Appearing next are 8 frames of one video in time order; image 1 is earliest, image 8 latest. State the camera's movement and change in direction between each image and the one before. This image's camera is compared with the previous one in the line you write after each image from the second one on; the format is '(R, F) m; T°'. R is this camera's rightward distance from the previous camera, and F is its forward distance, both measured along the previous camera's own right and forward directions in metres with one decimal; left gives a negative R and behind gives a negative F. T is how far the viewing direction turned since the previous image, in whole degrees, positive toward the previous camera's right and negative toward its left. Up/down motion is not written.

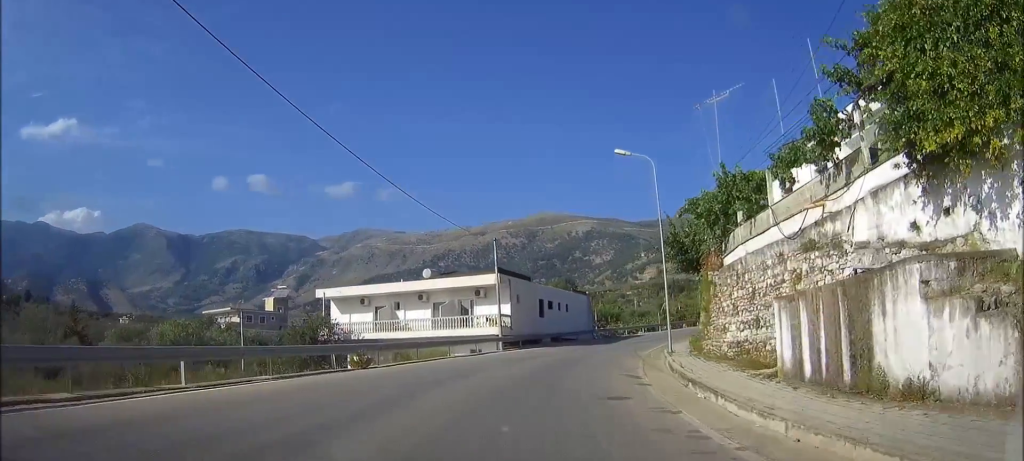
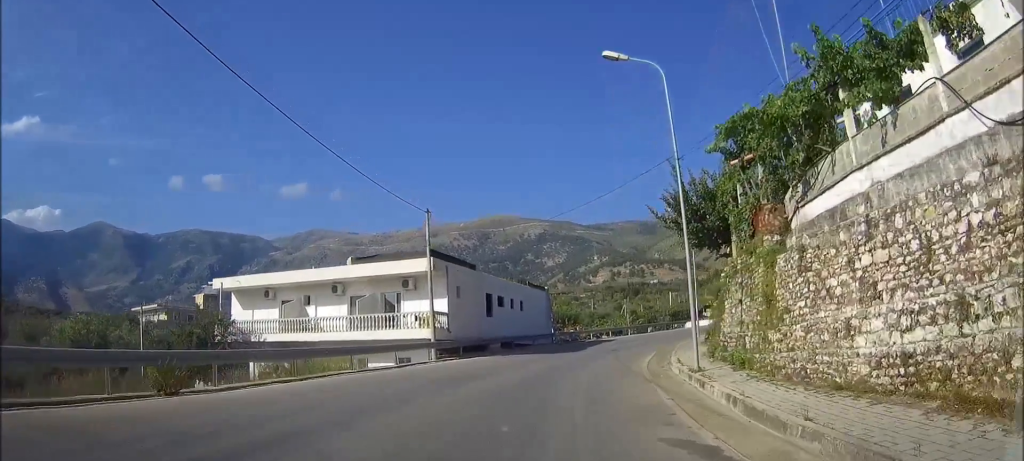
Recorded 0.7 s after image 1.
(+0.5, +10.6) m; +6°
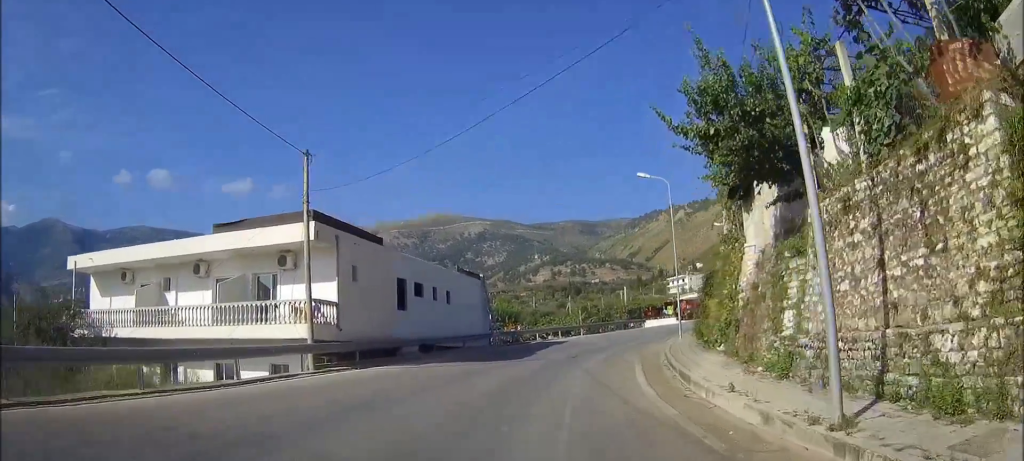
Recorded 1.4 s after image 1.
(+0.4, +10.0) m; +5°
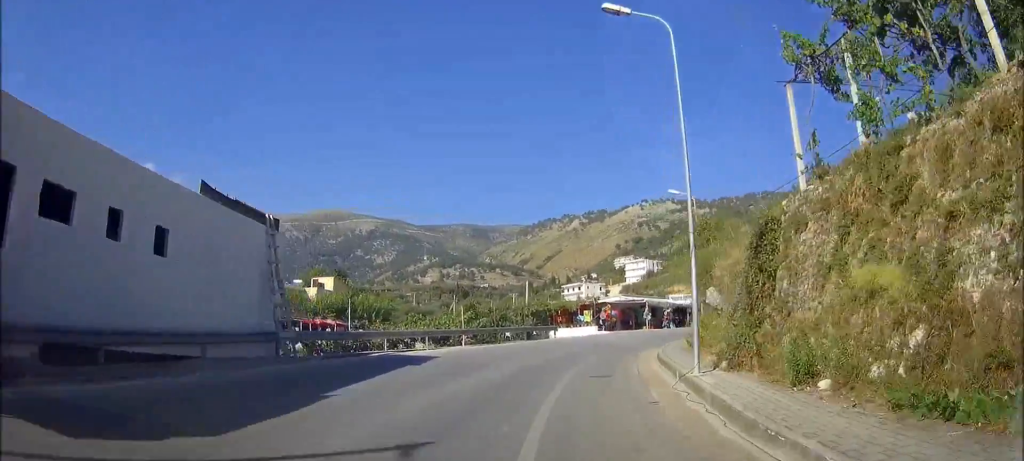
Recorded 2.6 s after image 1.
(+1.4, +19.0) m; +7°
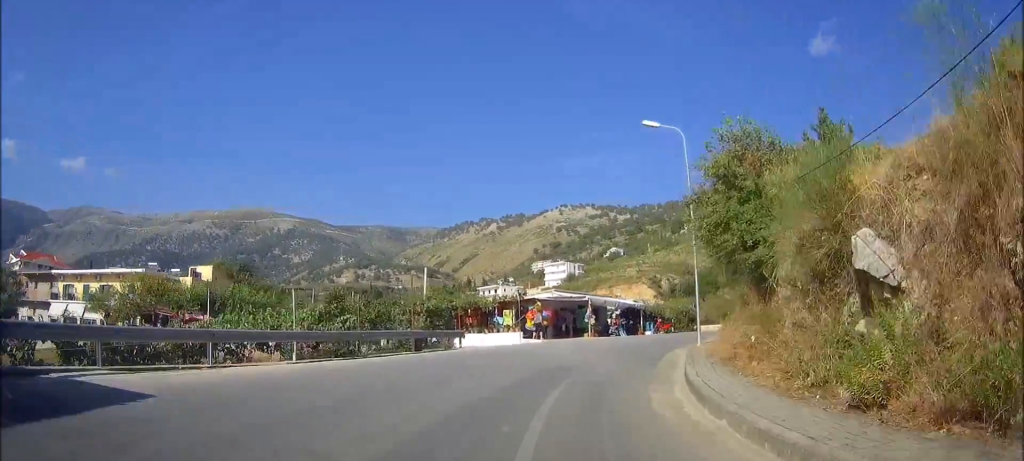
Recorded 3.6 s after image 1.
(+0.7, +14.5) m; +8°
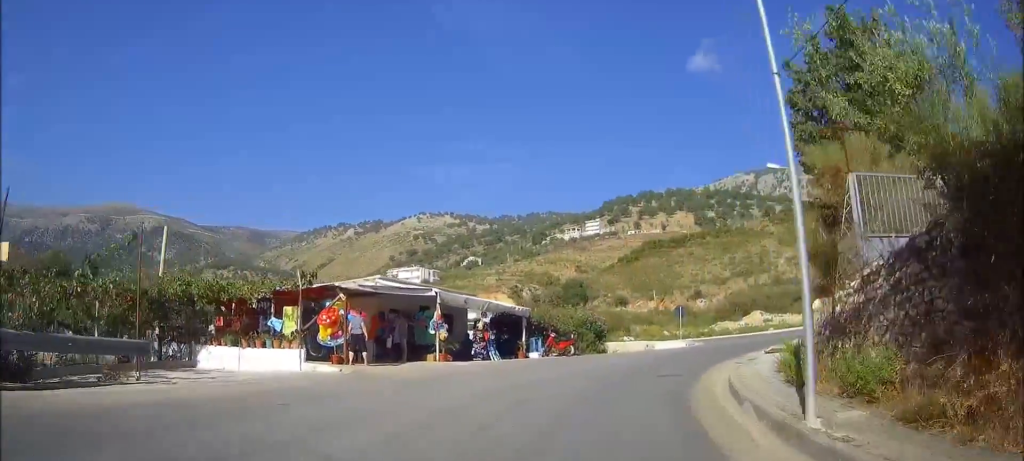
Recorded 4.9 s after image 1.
(+2.1, +17.1) m; +14°
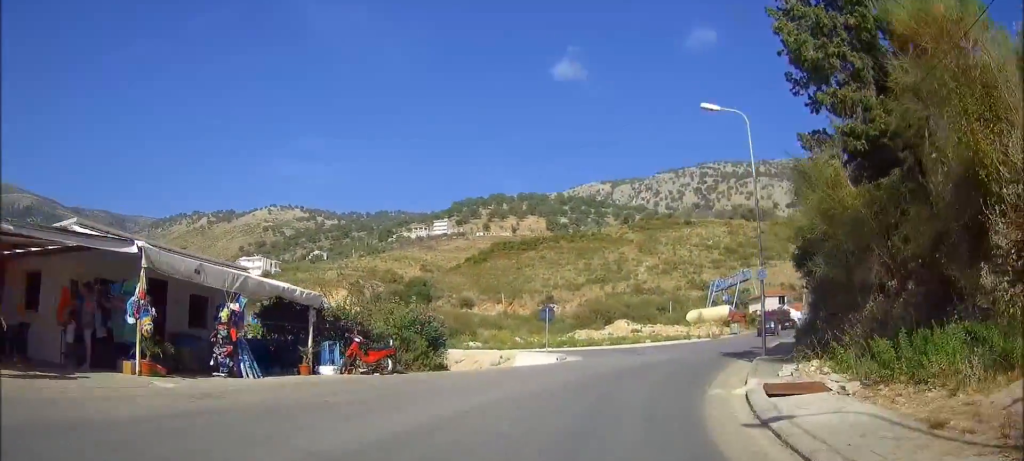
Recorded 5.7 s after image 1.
(+0.9, +11.6) m; +11°
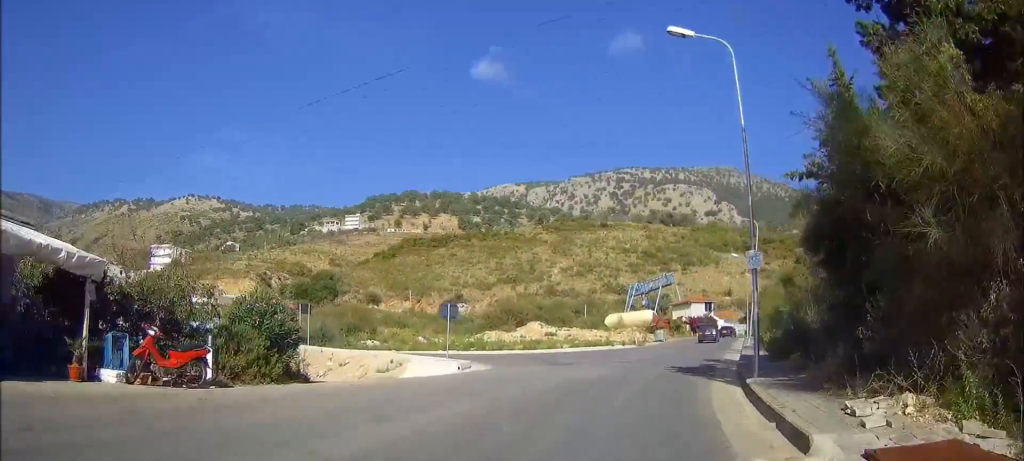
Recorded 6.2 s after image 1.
(0.0, +7.0) m; +7°
